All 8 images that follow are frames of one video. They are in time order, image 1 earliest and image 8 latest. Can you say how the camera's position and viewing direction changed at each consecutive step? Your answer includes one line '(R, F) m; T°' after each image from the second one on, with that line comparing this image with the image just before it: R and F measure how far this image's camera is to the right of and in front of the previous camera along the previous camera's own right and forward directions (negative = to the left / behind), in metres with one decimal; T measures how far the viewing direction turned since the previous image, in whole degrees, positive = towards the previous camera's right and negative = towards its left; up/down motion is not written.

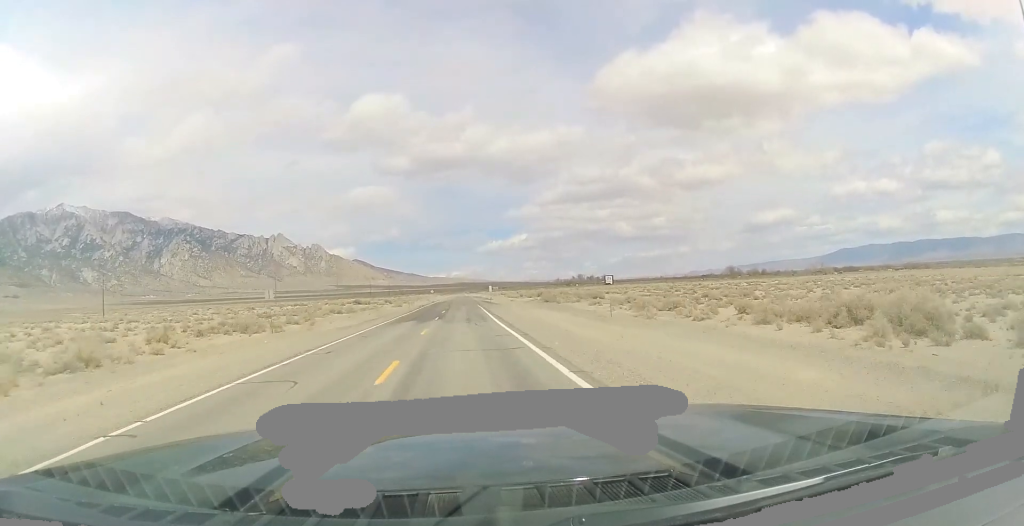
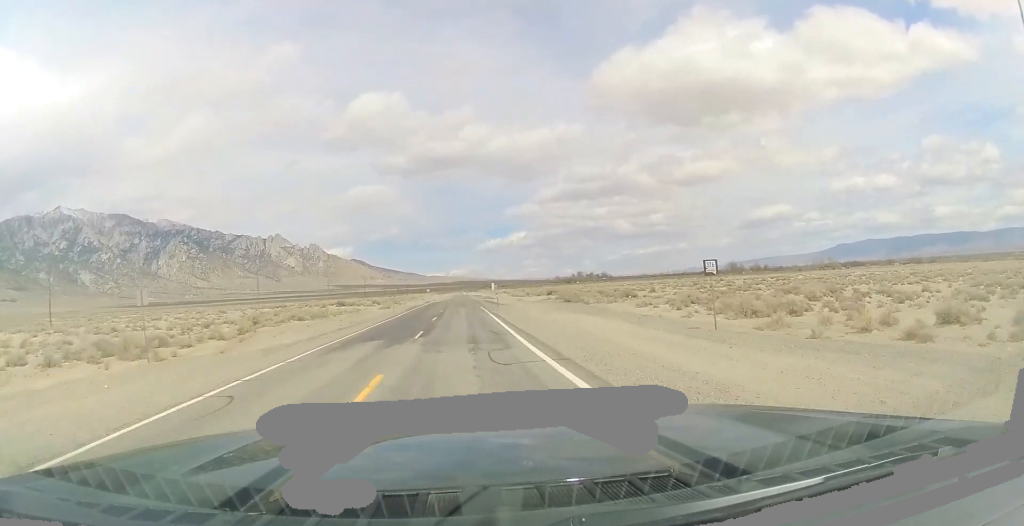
(+0.1, +14.4) m; 0°
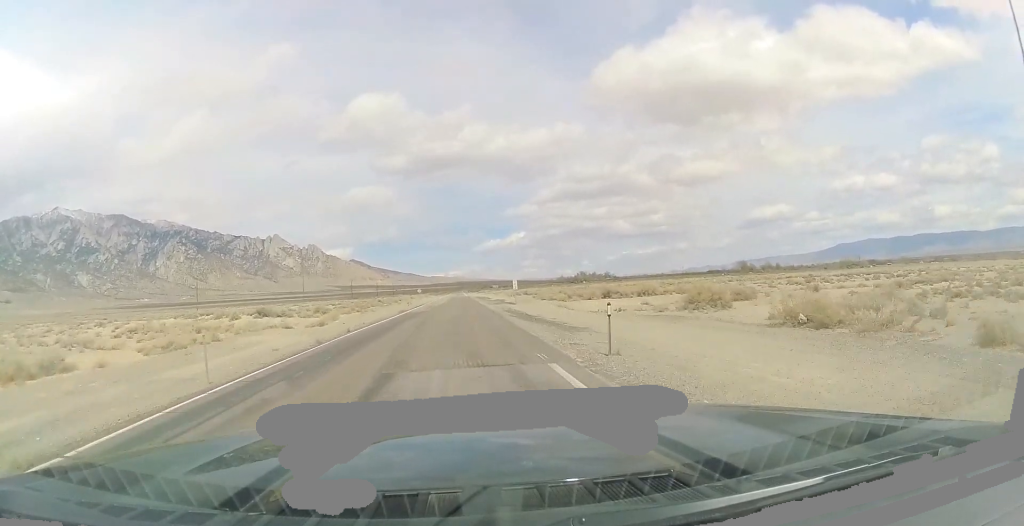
(-0.1, +39.7) m; 0°
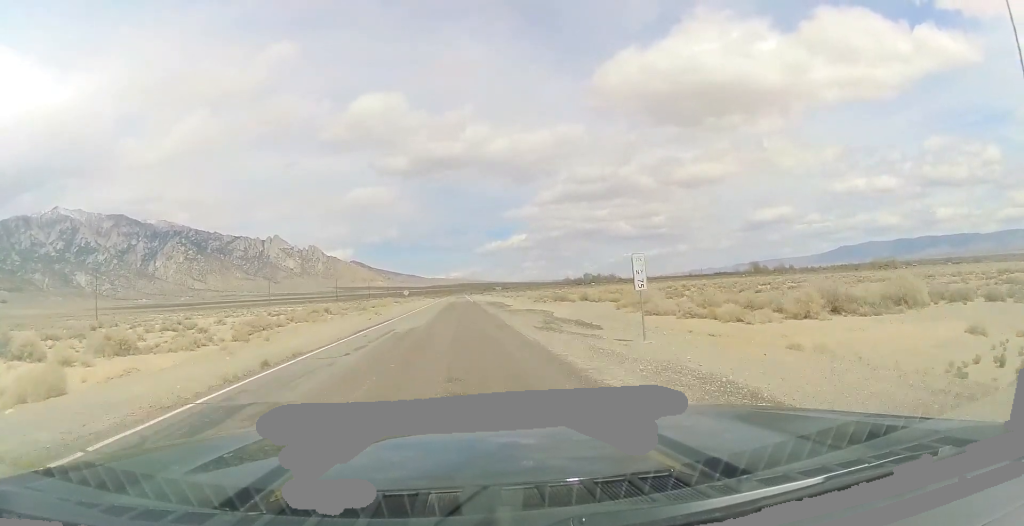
(+0.3, +39.7) m; 0°
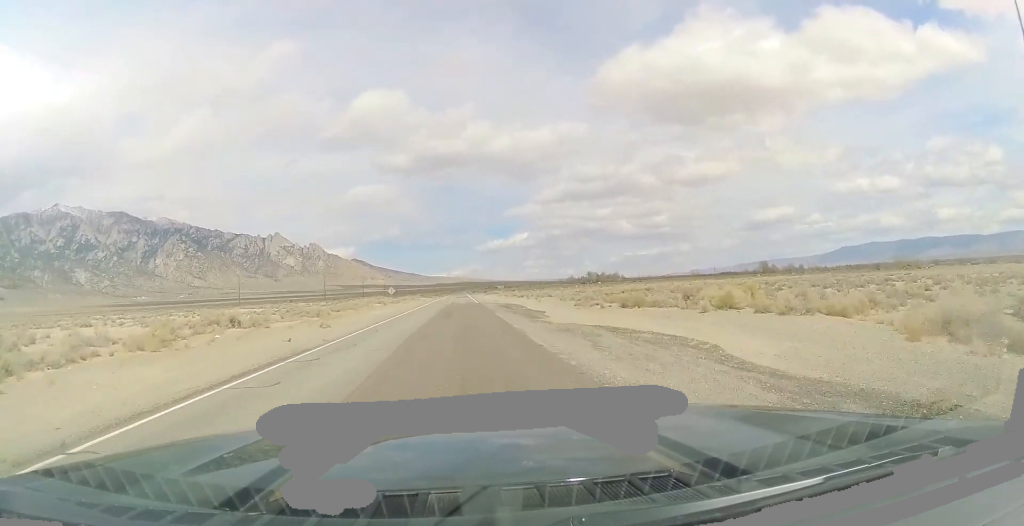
(-0.1, +25.2) m; 0°
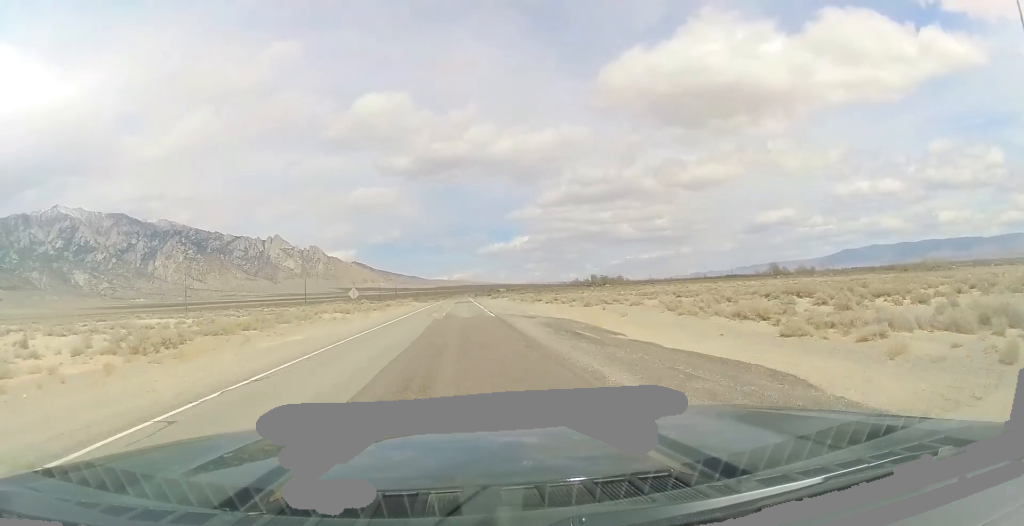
(-0.2, +31.2) m; -1°
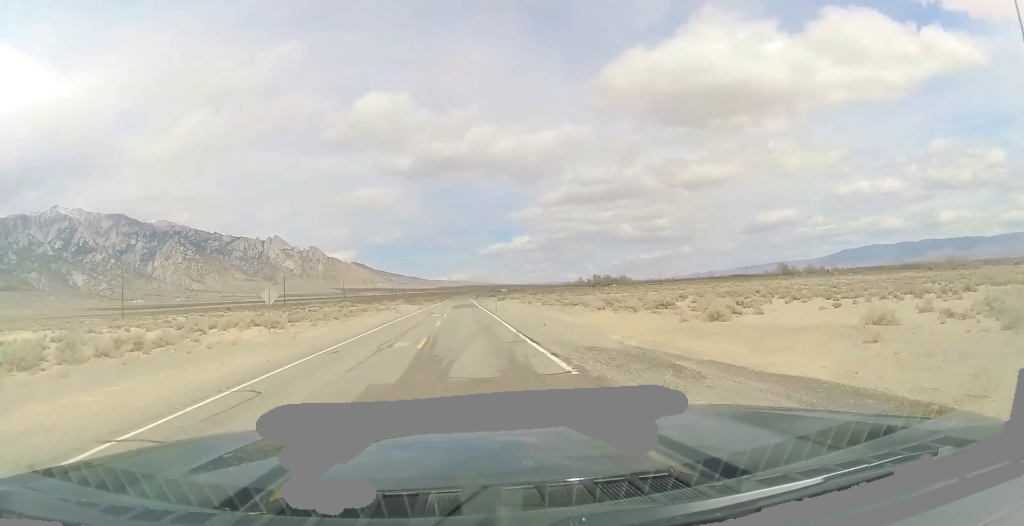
(-0.1, +25.1) m; 0°
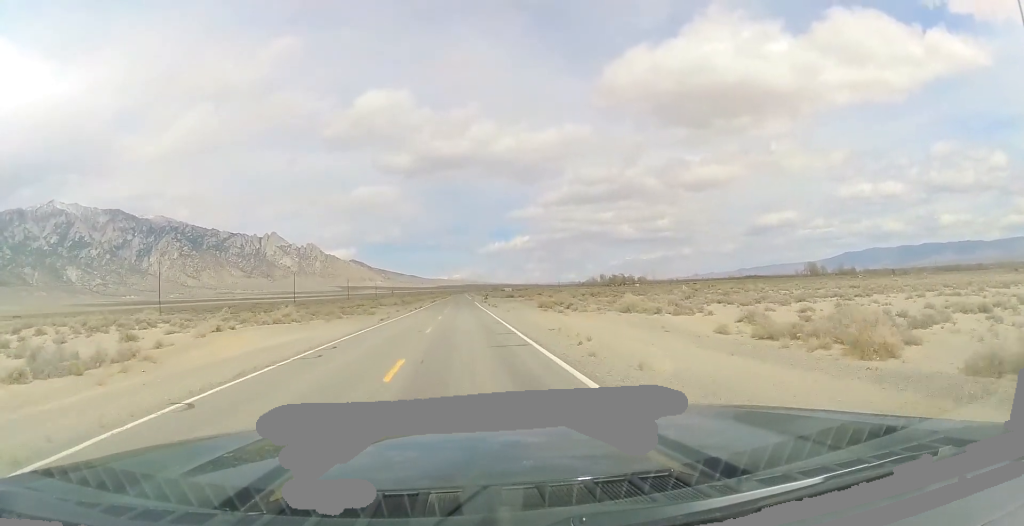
(+1.3, +79.6) m; +1°
